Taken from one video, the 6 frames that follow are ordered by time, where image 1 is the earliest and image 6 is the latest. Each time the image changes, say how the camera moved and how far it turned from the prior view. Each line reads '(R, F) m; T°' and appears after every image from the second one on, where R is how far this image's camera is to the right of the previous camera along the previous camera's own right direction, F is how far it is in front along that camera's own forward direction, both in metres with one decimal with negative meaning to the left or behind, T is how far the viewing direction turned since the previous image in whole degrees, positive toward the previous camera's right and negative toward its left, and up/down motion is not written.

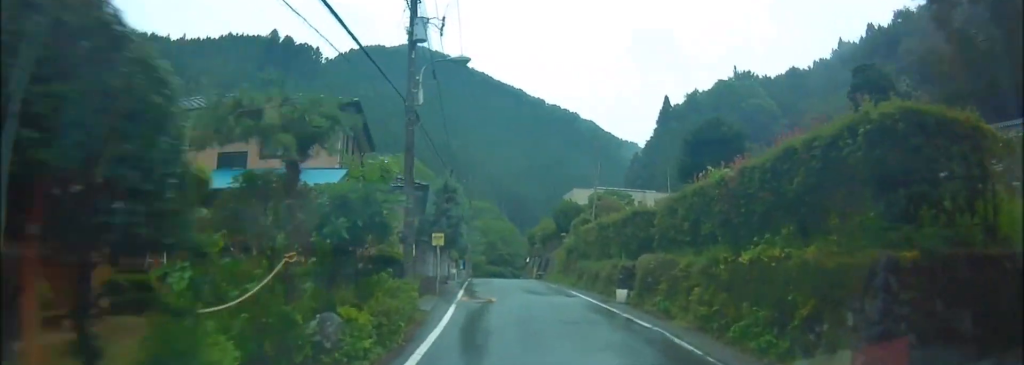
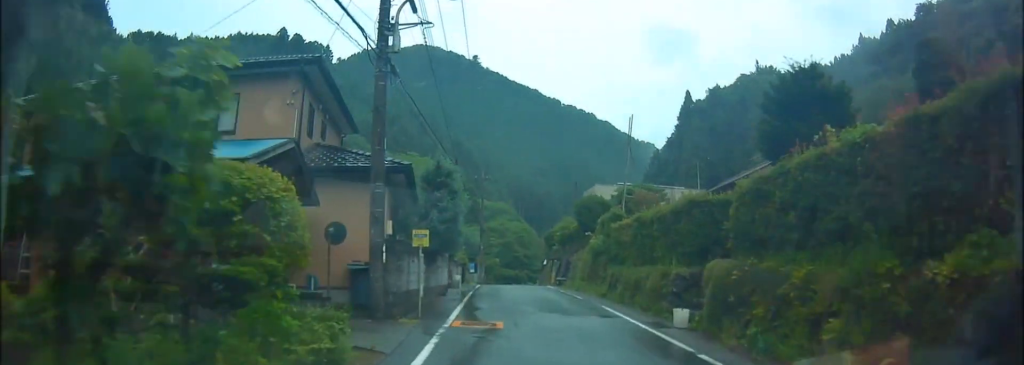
(-0.6, +5.9) m; +1°
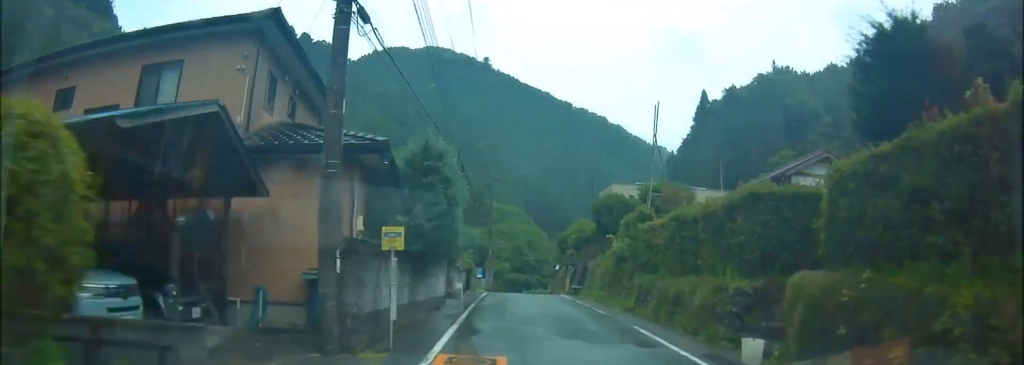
(-0.2, +3.5) m; +1°
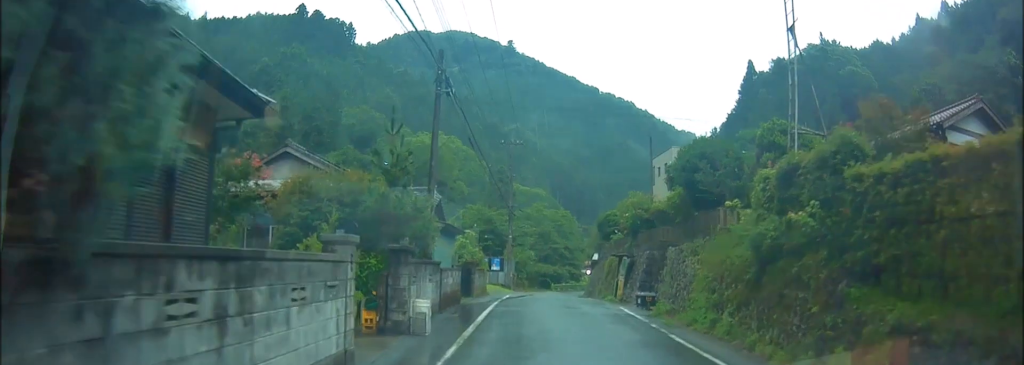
(+0.9, +13.6) m; 0°
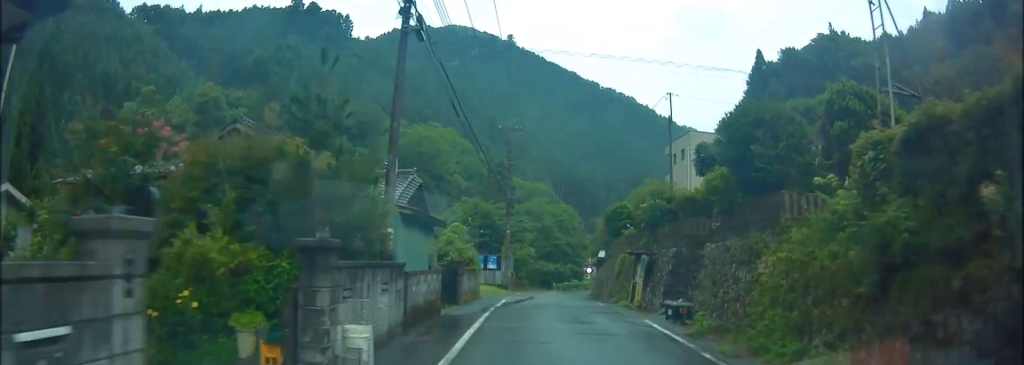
(-0.1, +4.3) m; -2°
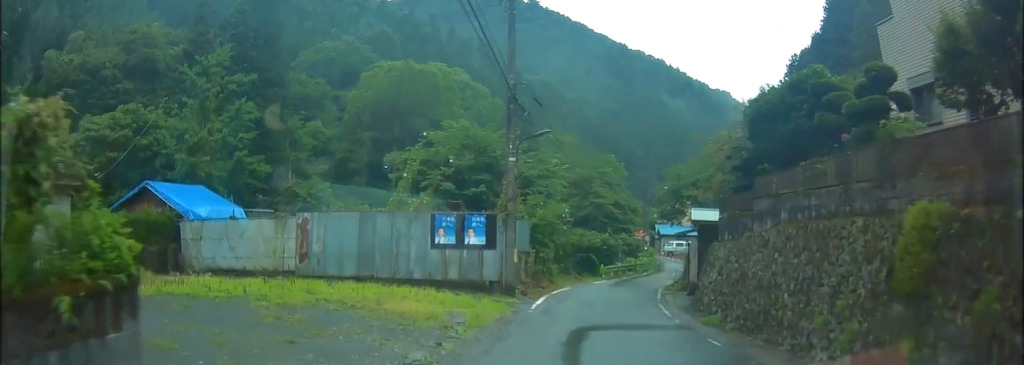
(-0.8, +21.6) m; -4°
